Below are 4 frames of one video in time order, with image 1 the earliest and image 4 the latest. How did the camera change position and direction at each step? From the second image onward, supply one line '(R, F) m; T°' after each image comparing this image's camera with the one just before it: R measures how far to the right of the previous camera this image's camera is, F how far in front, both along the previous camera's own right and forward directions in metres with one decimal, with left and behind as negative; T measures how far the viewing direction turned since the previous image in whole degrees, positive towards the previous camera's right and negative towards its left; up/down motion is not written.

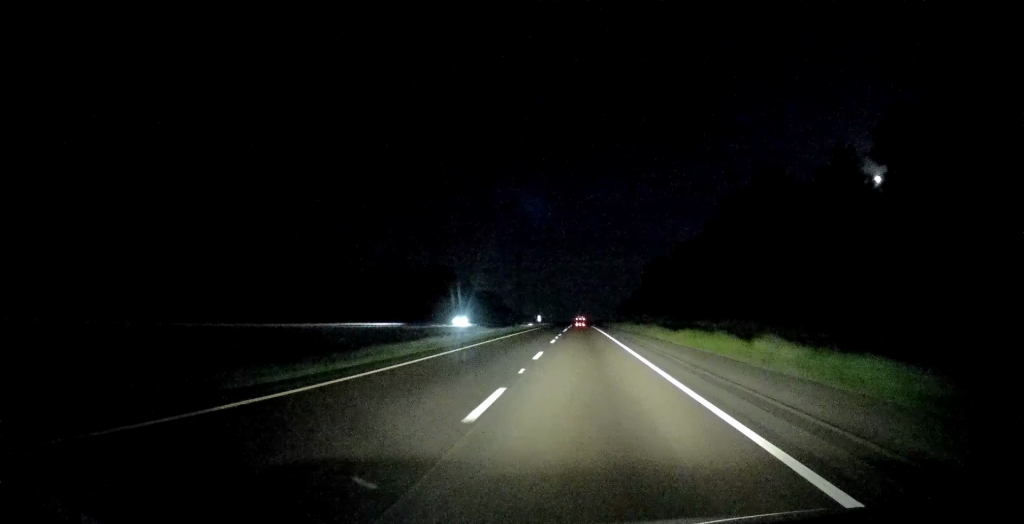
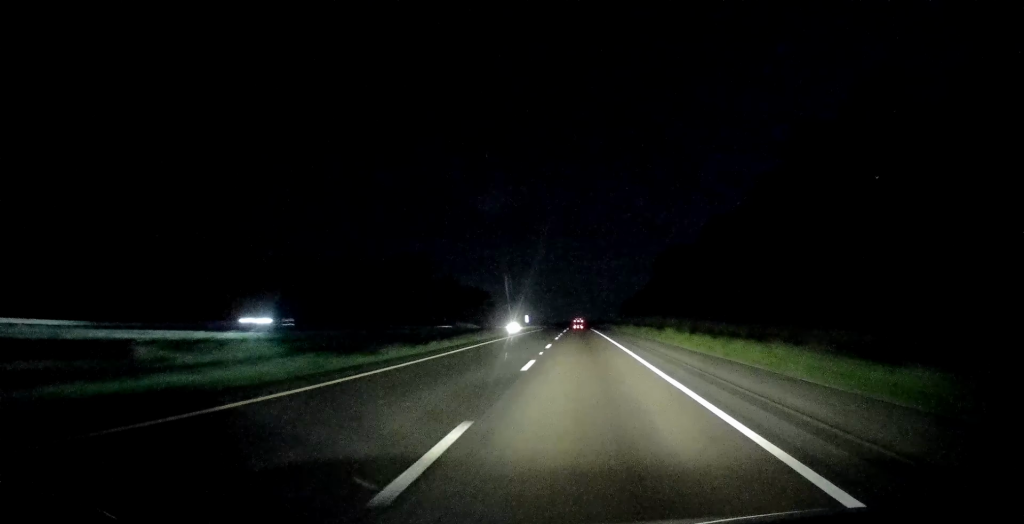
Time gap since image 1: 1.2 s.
(-0.2, +41.0) m; -1°
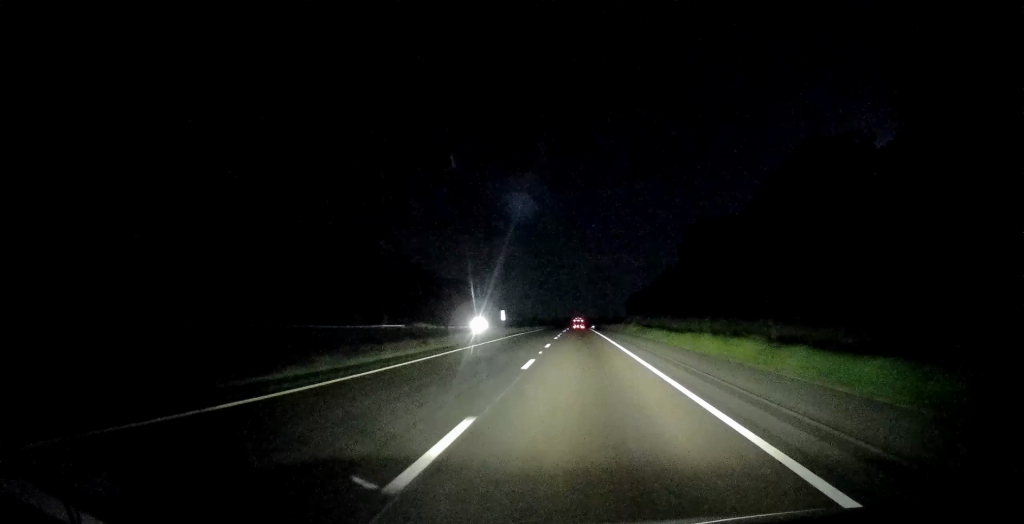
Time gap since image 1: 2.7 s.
(0.0, +47.5) m; +1°
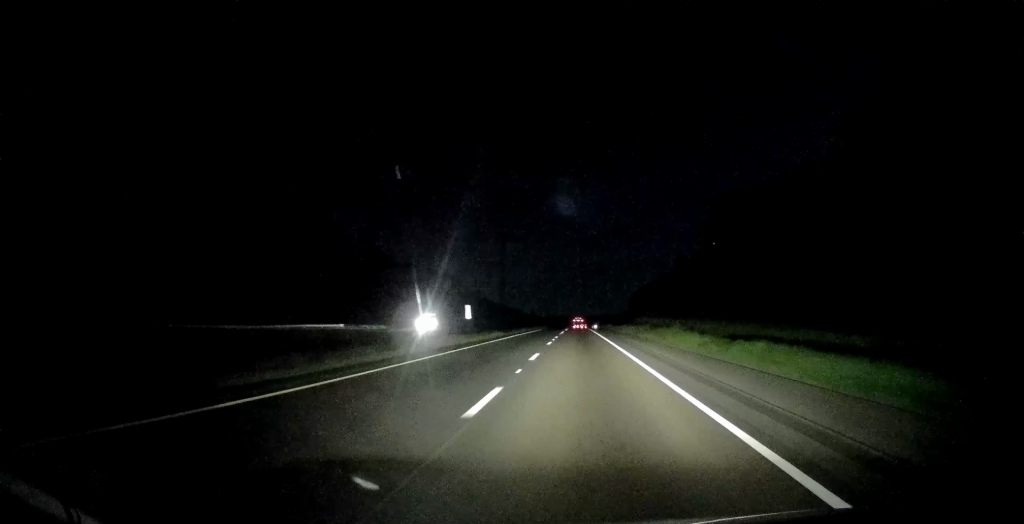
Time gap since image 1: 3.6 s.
(+0.5, +32.1) m; +1°
